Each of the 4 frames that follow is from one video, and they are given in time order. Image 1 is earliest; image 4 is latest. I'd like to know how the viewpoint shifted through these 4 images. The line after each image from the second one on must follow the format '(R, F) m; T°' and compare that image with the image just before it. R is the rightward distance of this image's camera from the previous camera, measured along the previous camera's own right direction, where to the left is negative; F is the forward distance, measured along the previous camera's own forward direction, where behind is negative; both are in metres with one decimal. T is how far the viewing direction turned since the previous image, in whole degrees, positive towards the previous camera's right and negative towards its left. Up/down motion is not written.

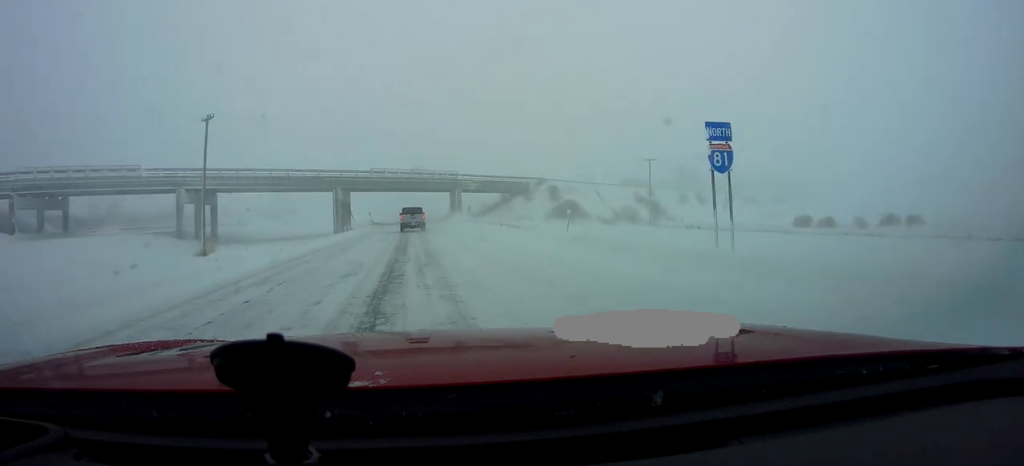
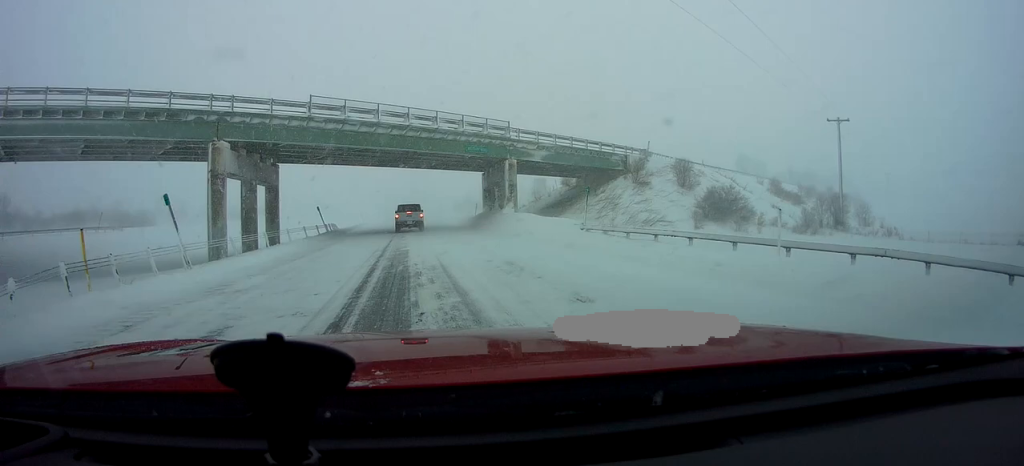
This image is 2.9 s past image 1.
(-0.3, +48.3) m; -1°
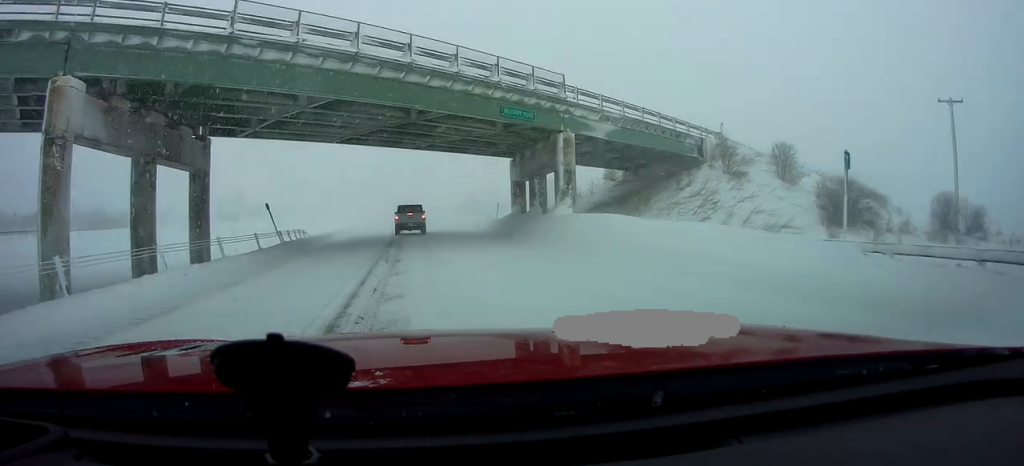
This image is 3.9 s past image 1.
(0.0, +14.9) m; 0°
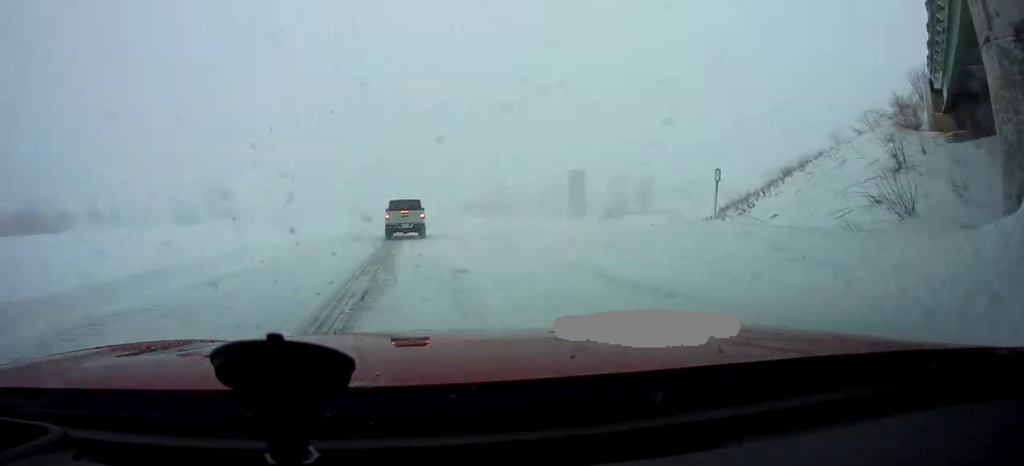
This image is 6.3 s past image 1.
(+0.9, +38.1) m; +1°
